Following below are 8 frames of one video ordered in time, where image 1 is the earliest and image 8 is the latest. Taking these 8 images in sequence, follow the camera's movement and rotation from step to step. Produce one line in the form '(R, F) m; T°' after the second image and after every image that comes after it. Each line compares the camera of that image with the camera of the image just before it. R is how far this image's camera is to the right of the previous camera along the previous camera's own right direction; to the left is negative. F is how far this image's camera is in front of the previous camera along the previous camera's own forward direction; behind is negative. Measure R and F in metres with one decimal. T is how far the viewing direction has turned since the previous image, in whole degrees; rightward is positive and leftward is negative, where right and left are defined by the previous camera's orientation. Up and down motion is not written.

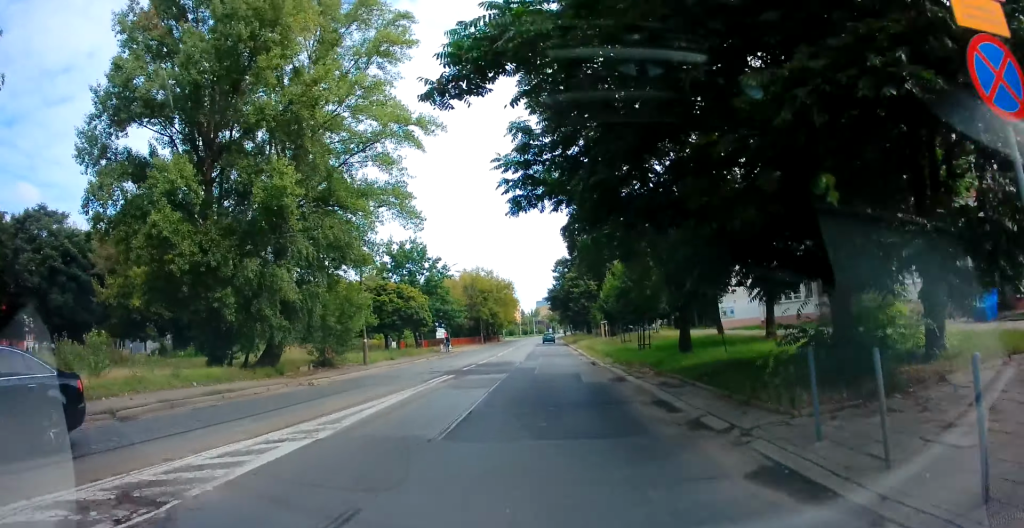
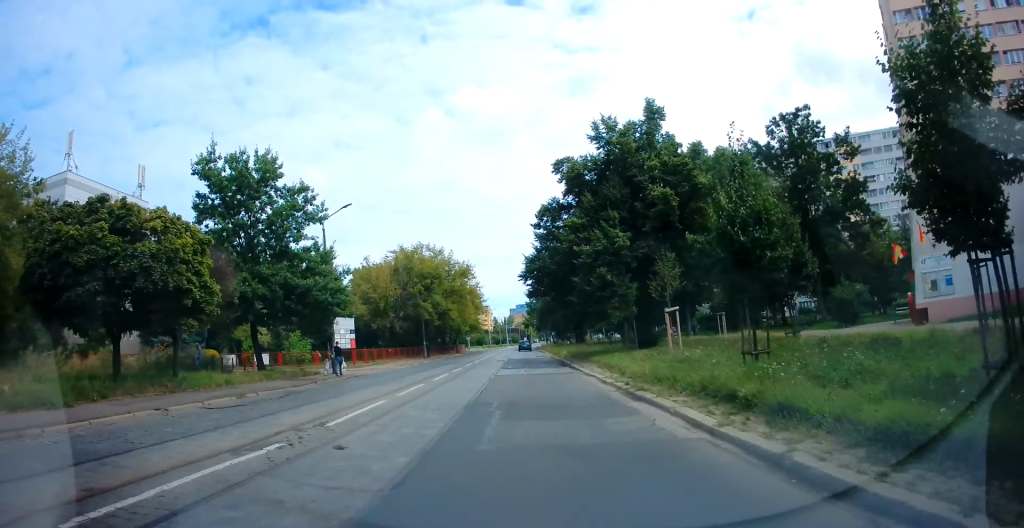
(+0.8, +30.7) m; 0°
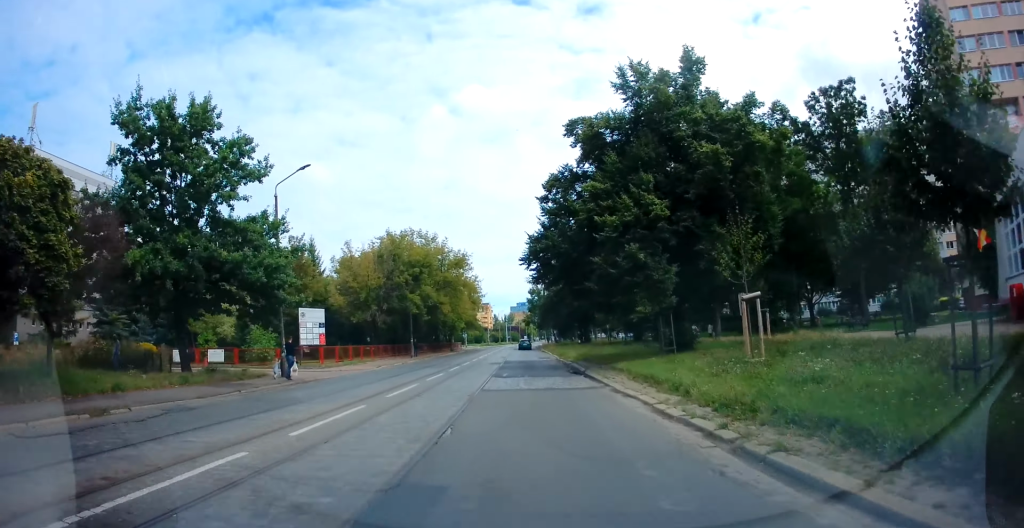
(0.0, +7.5) m; -1°
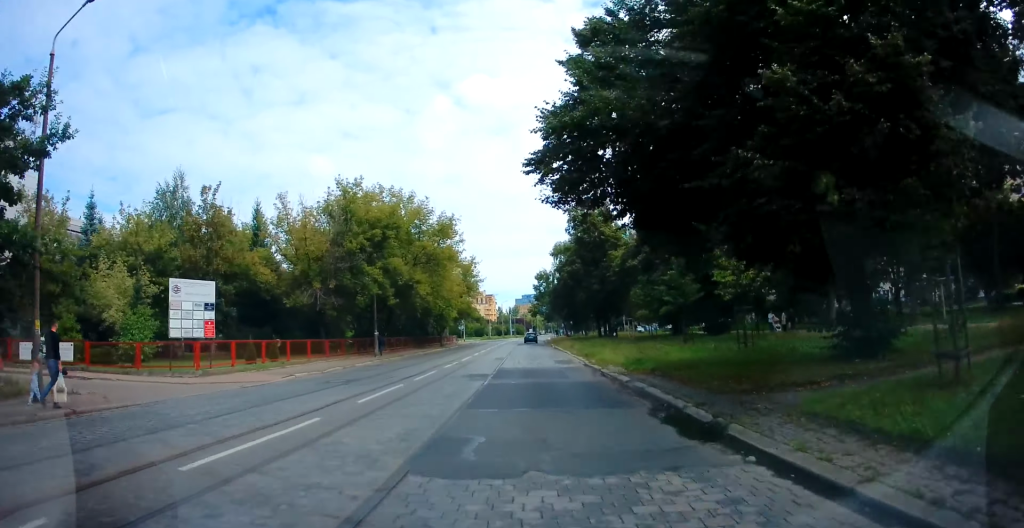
(-0.1, +15.1) m; +1°
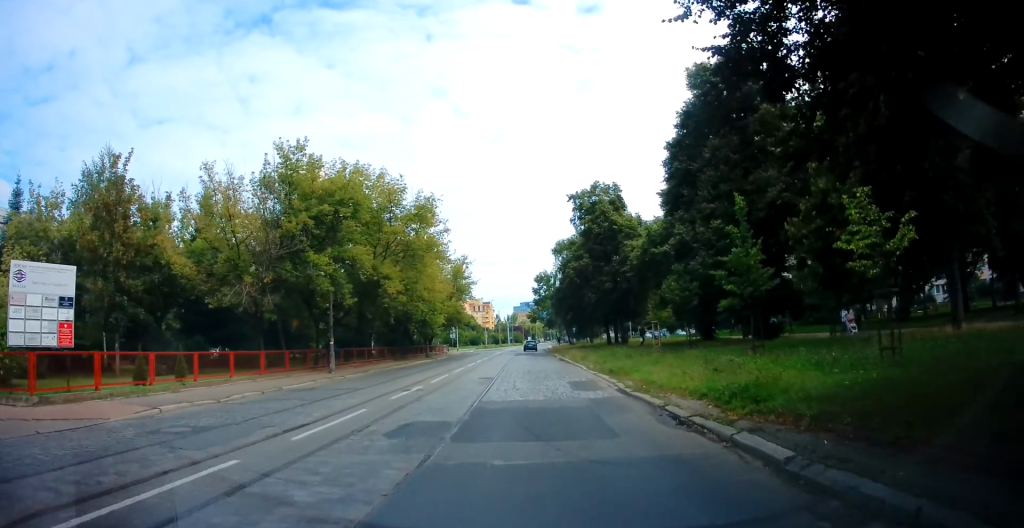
(+0.3, +9.0) m; +1°
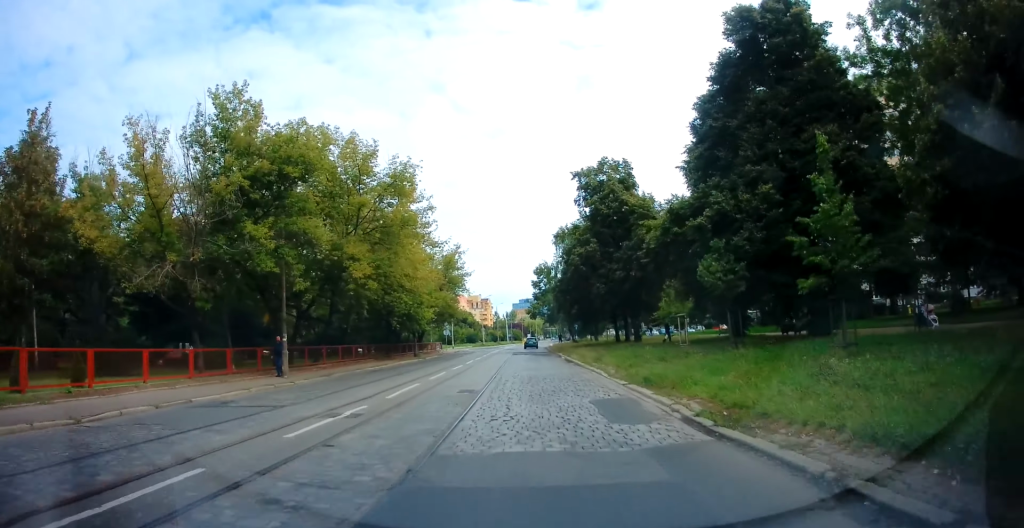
(0.0, +6.3) m; 0°
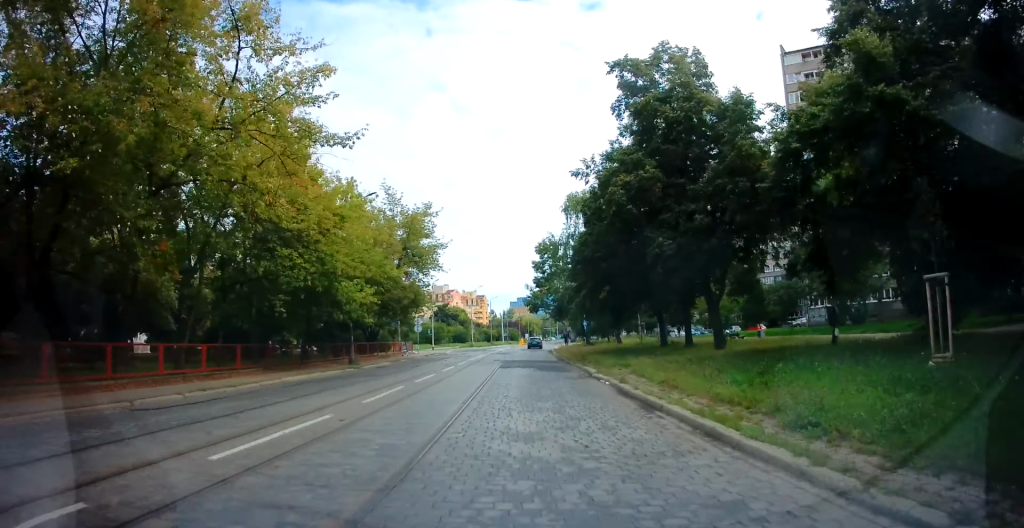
(+0.1, +19.9) m; 0°
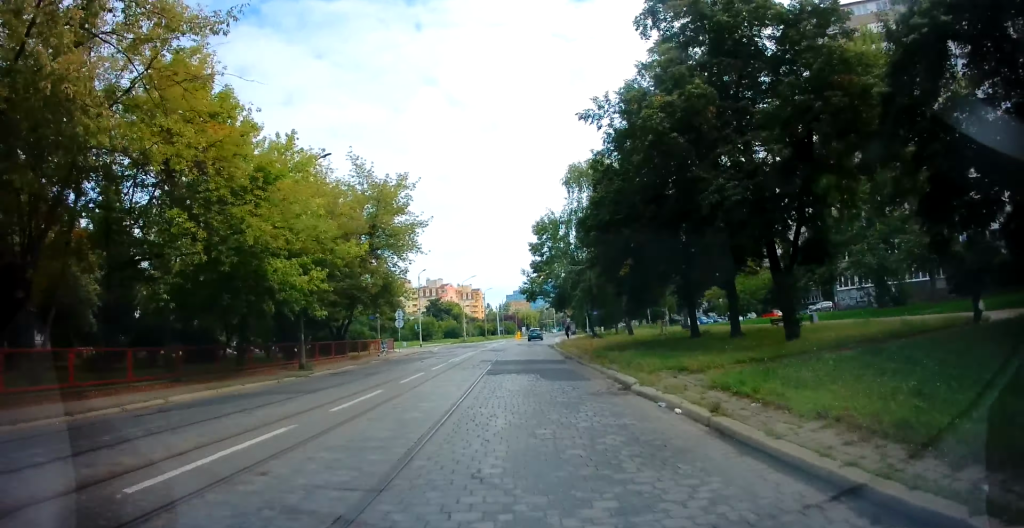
(-0.1, +7.7) m; -1°
